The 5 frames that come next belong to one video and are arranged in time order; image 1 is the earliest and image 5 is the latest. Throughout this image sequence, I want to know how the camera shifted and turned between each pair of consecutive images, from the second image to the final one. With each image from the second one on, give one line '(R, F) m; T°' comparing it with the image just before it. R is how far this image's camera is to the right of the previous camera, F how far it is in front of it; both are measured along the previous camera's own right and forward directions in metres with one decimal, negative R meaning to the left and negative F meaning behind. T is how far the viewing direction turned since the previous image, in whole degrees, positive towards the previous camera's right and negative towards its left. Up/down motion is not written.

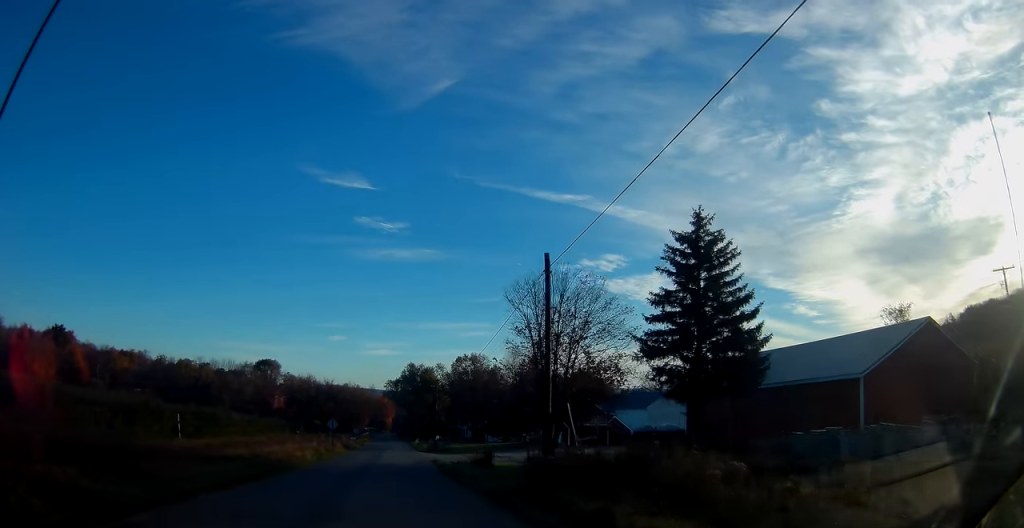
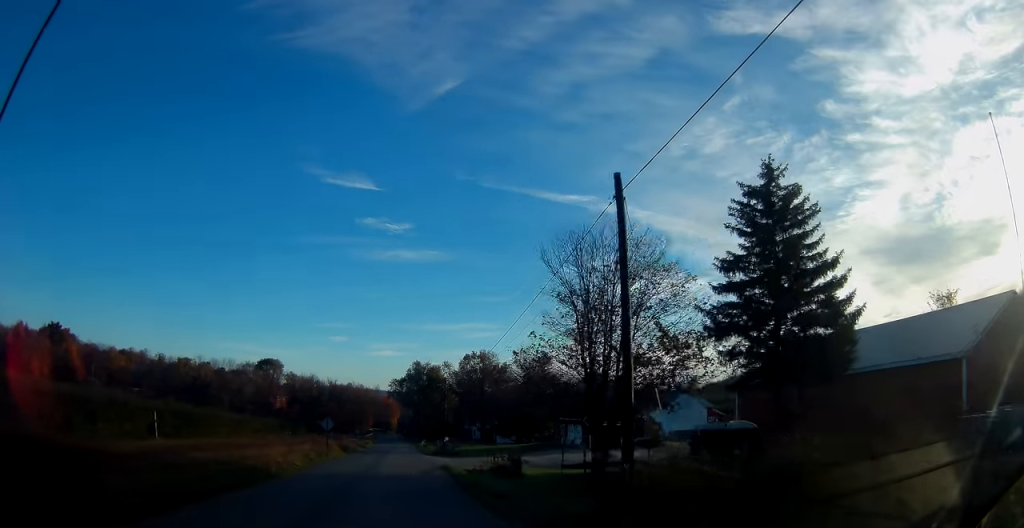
(+0.2, +6.5) m; 0°
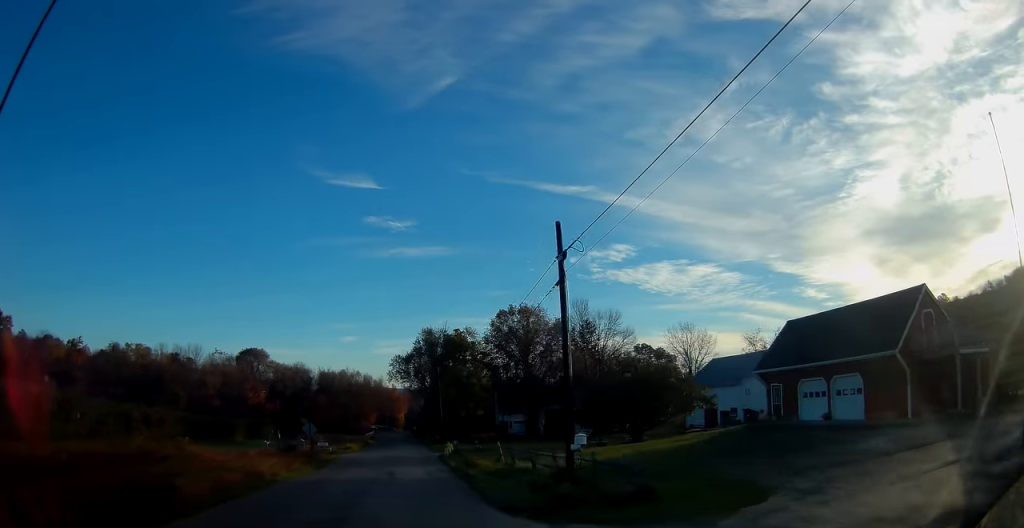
(-1.3, +44.0) m; -2°
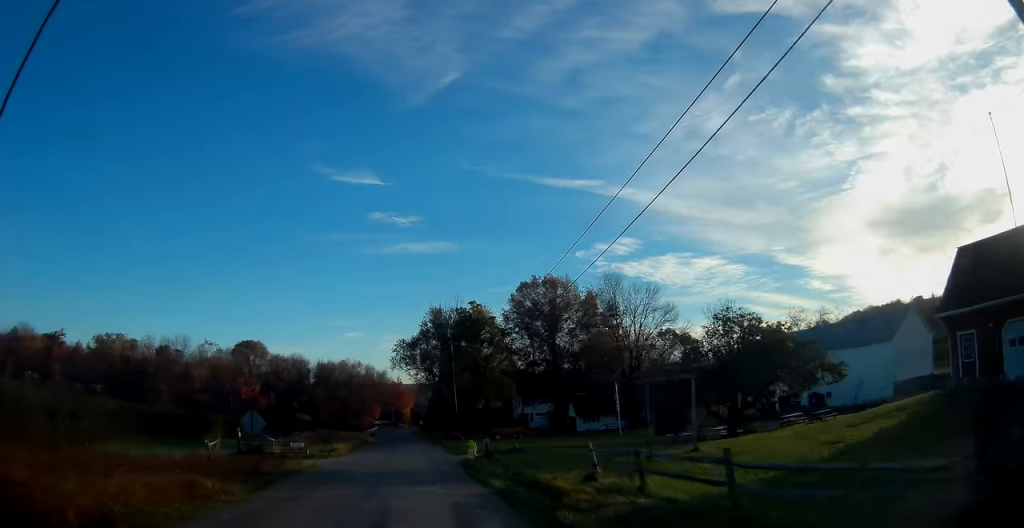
(0.0, +14.0) m; +1°
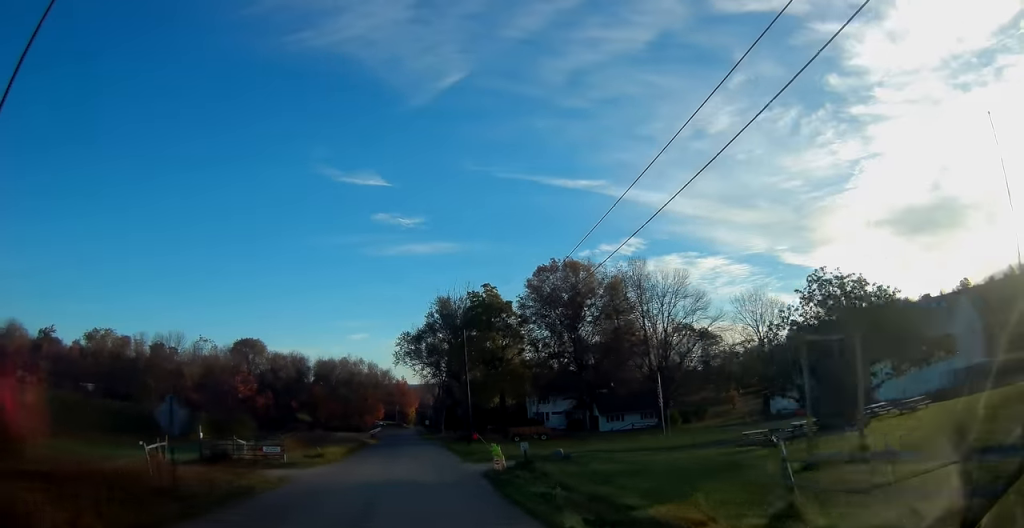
(+0.2, +8.2) m; 0°
